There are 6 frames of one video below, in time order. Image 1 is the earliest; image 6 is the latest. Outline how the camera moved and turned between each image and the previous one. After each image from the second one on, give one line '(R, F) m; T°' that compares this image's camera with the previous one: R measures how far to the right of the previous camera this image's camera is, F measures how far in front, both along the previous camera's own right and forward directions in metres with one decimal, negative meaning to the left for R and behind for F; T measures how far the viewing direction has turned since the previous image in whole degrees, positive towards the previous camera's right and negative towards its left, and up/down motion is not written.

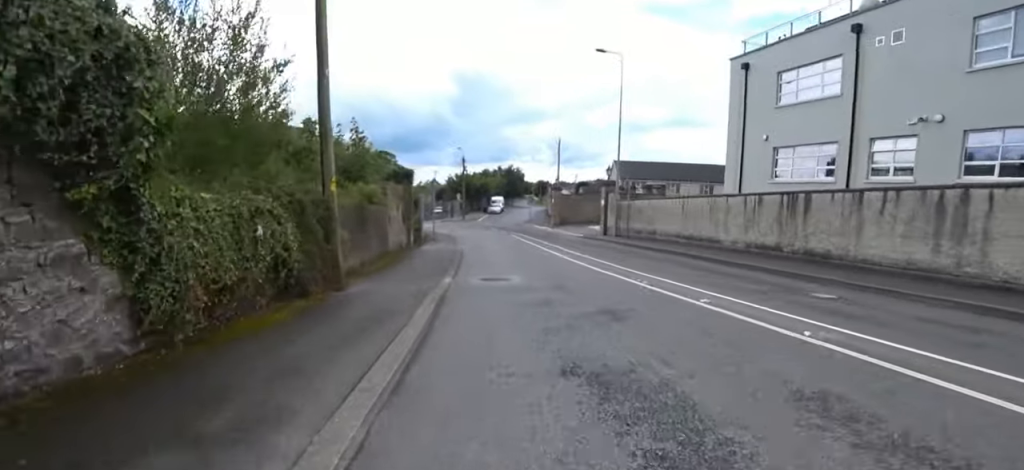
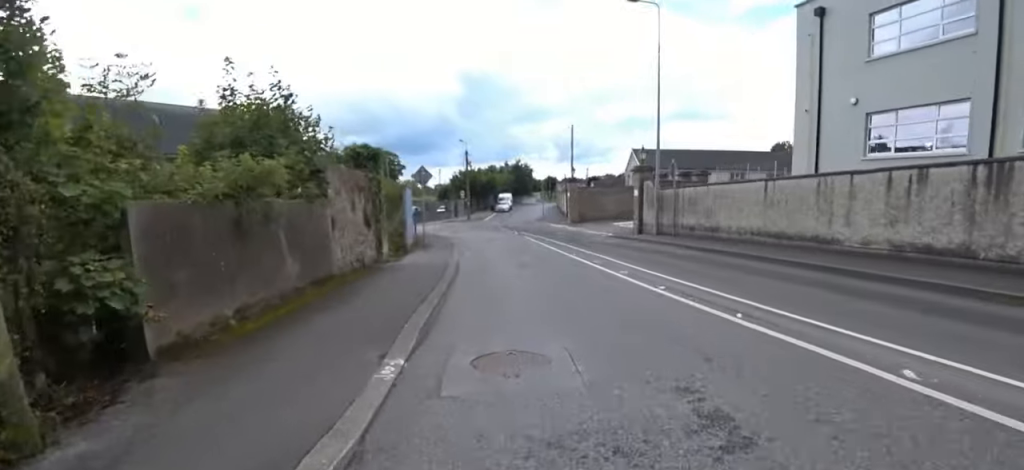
(0.0, +5.9) m; 0°
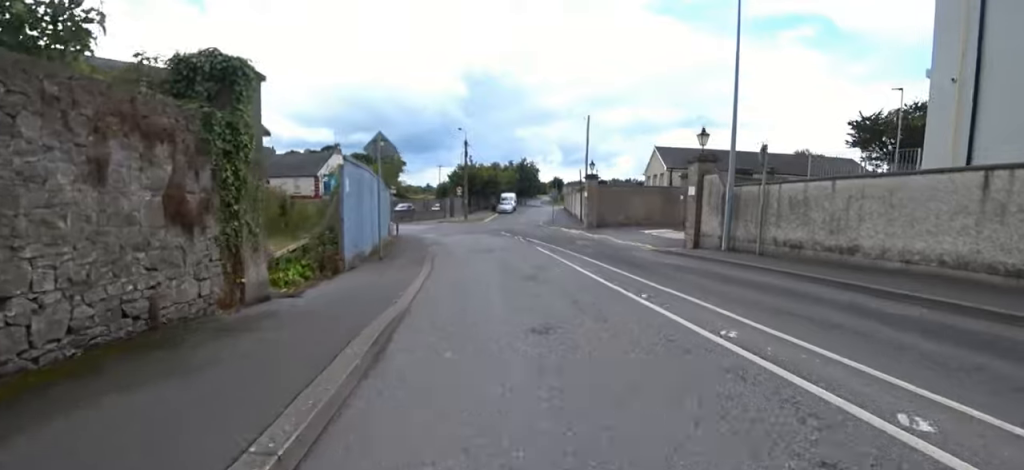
(0.0, +6.7) m; 0°
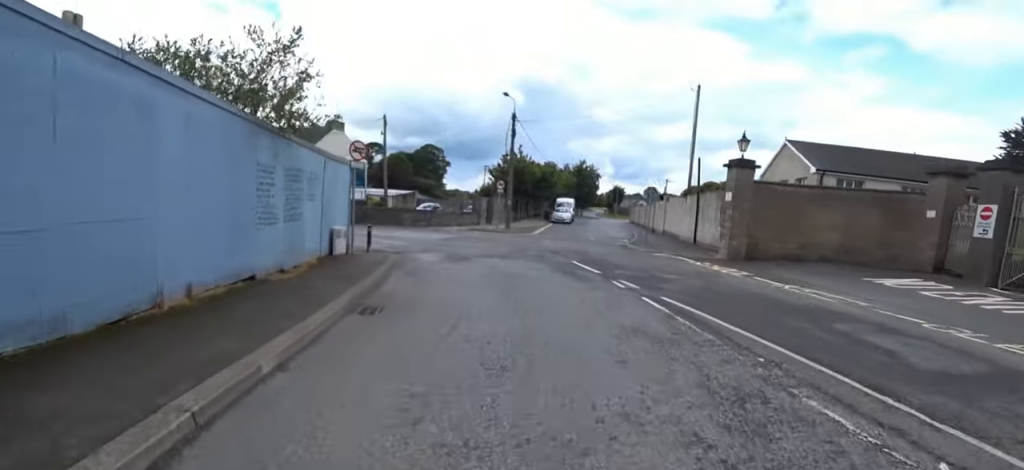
(-0.2, +13.4) m; -8°
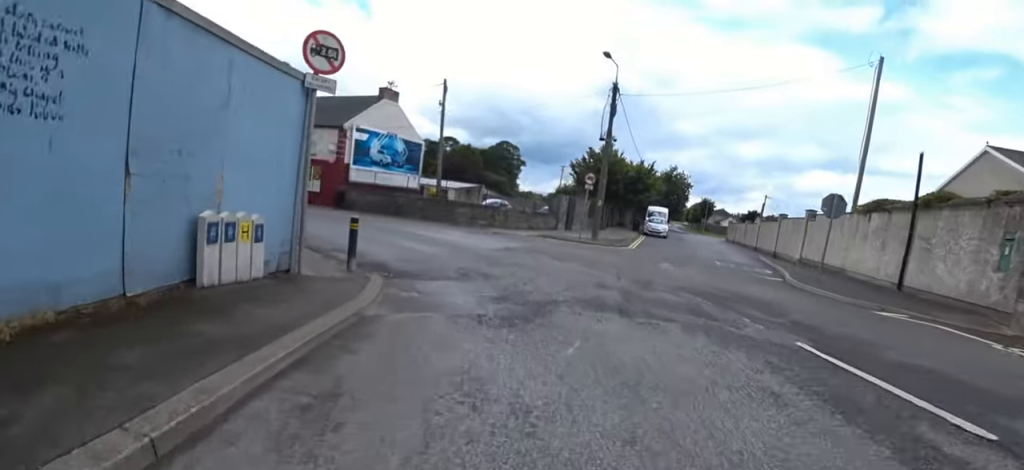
(-0.7, +6.8) m; -11°
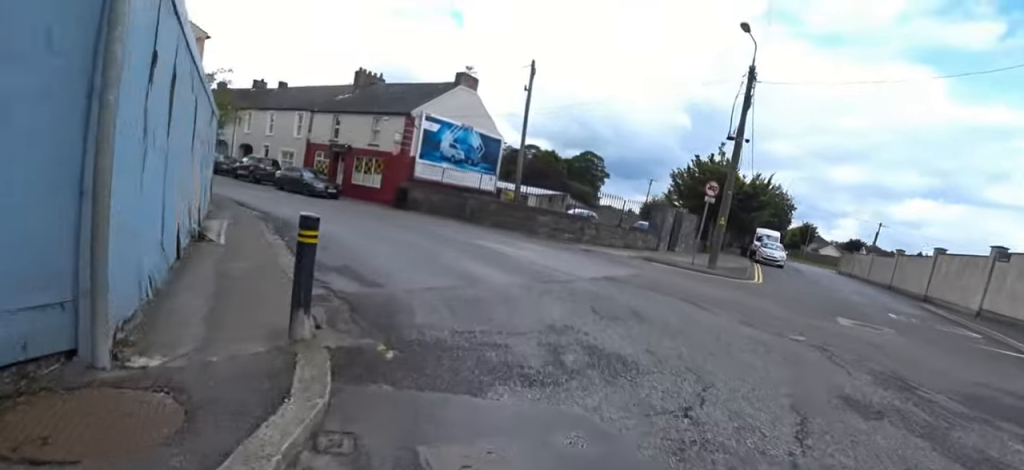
(+0.1, +4.2) m; -11°
